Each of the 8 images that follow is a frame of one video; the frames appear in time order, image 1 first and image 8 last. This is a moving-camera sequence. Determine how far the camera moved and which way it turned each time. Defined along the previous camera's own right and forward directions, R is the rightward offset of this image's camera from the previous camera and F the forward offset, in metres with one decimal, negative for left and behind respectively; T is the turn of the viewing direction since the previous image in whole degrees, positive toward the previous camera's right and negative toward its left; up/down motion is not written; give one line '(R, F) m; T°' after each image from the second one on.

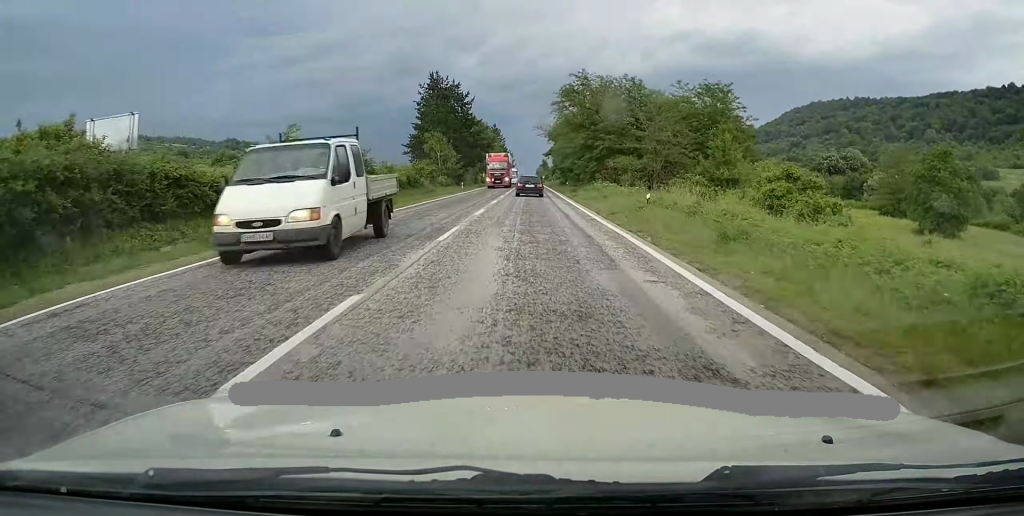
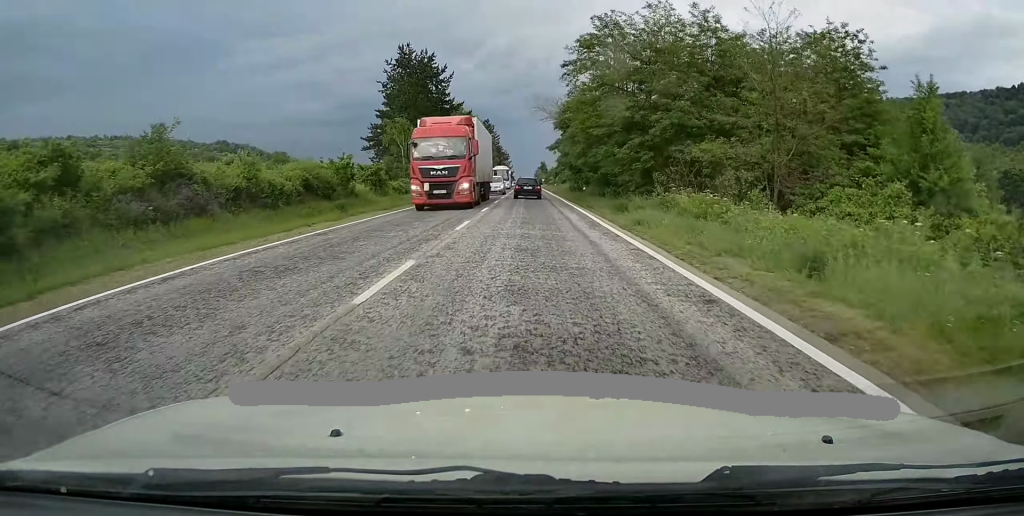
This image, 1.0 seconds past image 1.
(+0.2, +23.8) m; 0°
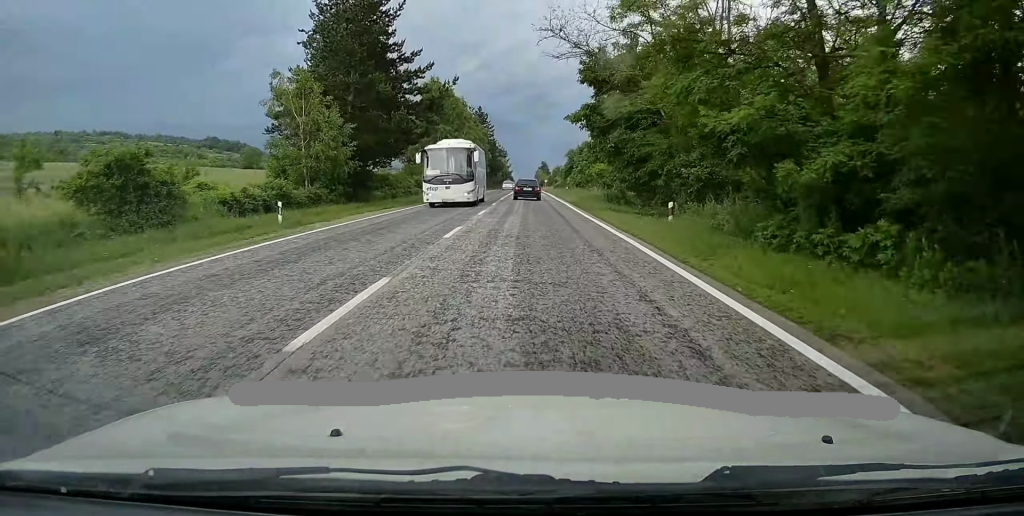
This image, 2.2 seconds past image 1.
(-0.1, +28.6) m; 0°
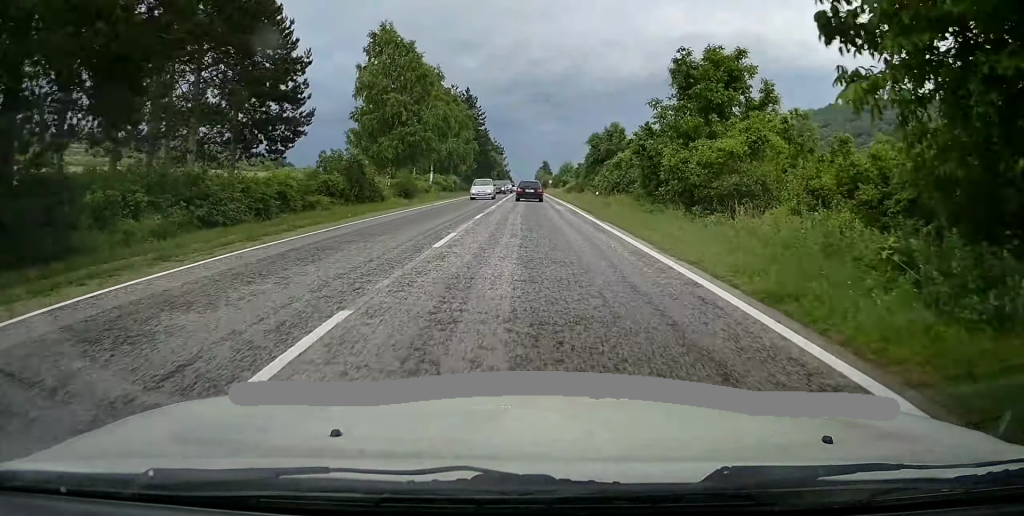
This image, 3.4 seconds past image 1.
(-0.1, +28.8) m; -1°
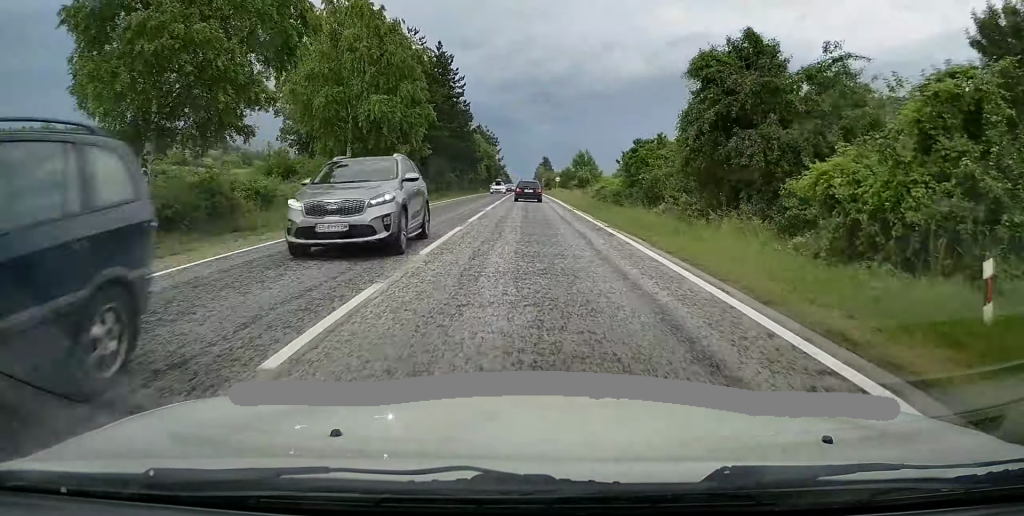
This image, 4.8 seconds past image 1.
(-0.2, +34.5) m; 0°
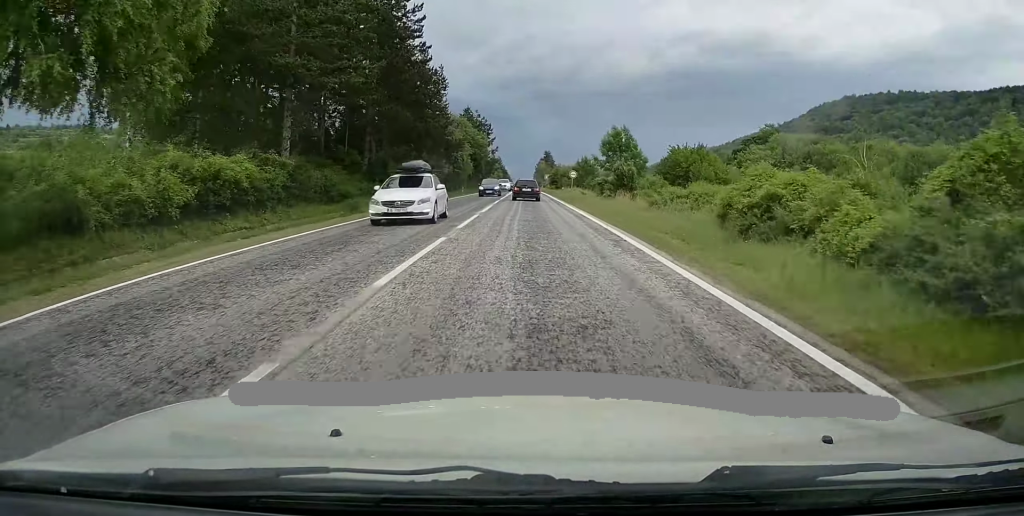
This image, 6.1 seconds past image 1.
(+0.3, +29.7) m; +1°
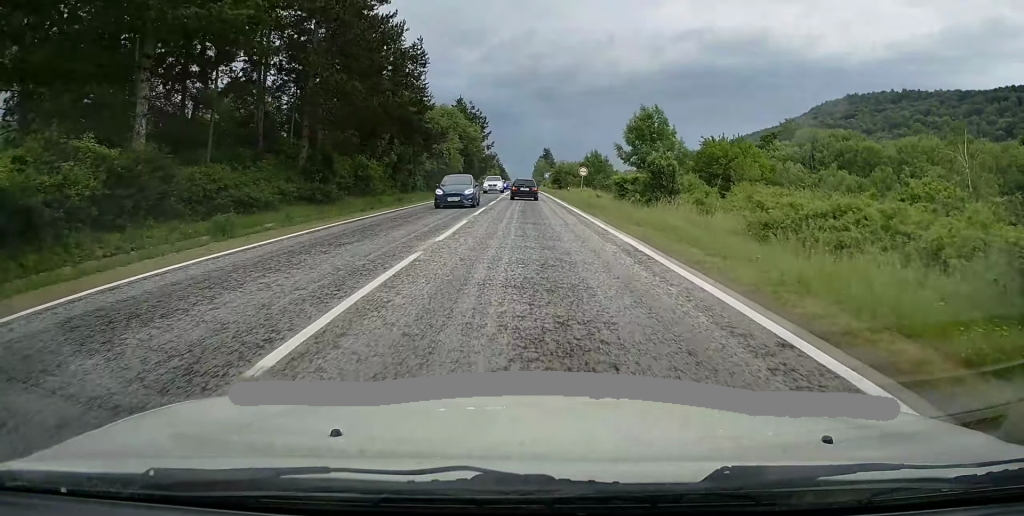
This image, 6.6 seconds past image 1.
(+0.2, +12.1) m; 0°
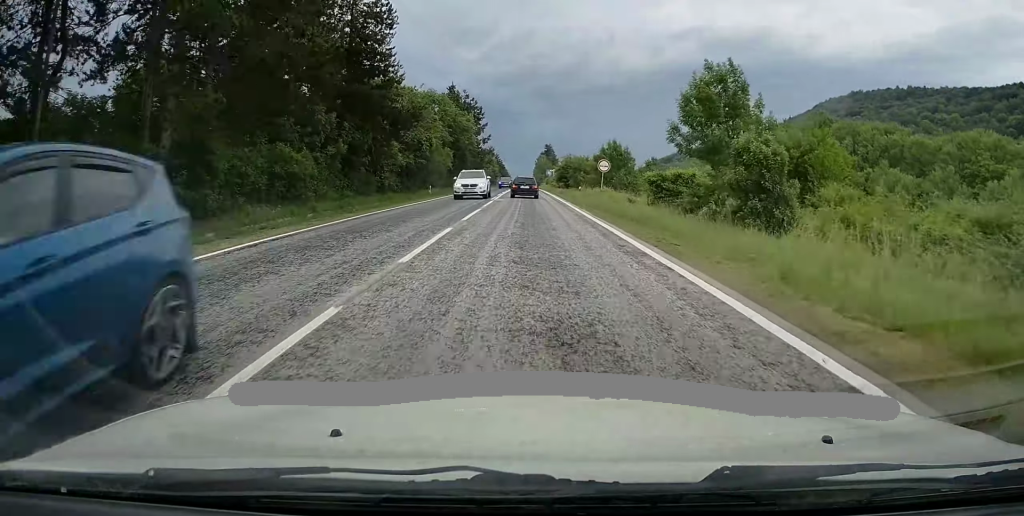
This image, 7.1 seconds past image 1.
(-0.1, +12.9) m; 0°
